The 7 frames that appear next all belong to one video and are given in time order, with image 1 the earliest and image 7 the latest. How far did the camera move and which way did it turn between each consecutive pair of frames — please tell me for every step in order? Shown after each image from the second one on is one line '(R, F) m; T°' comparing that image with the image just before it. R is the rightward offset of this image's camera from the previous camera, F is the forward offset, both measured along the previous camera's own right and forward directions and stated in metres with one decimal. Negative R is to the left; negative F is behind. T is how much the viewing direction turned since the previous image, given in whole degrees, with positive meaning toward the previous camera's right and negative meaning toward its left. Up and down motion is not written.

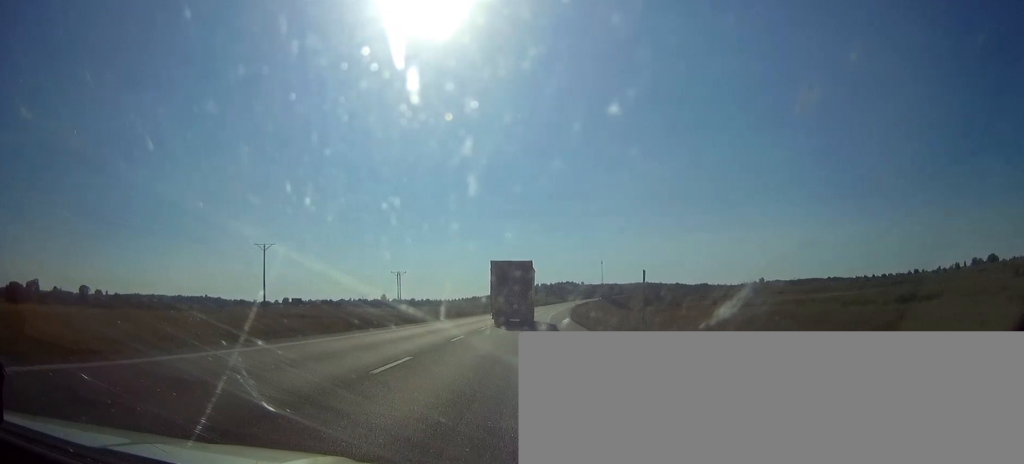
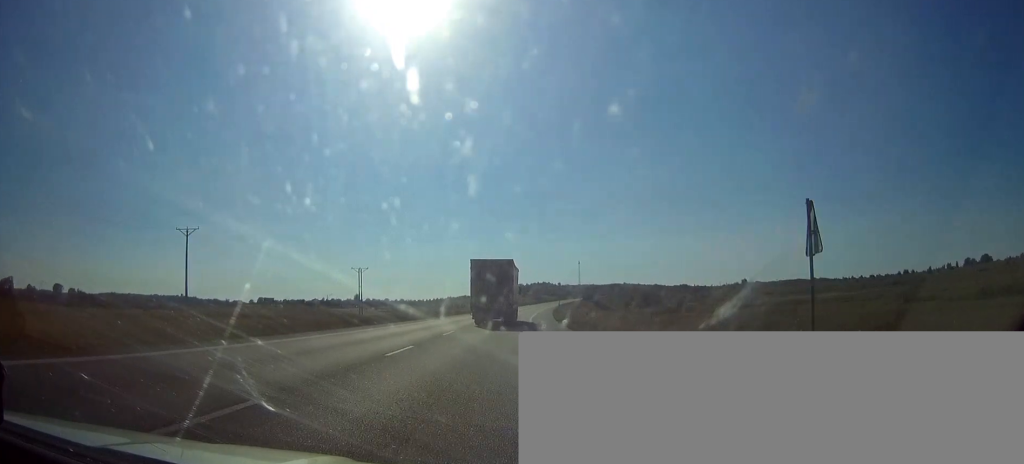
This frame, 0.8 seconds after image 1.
(+0.2, +19.9) m; +1°
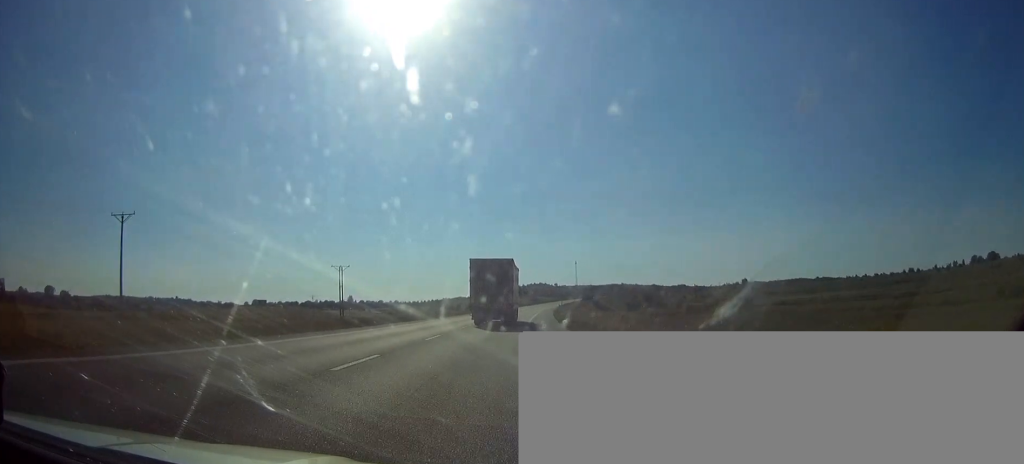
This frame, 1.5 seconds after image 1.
(+0.1, +15.8) m; 0°
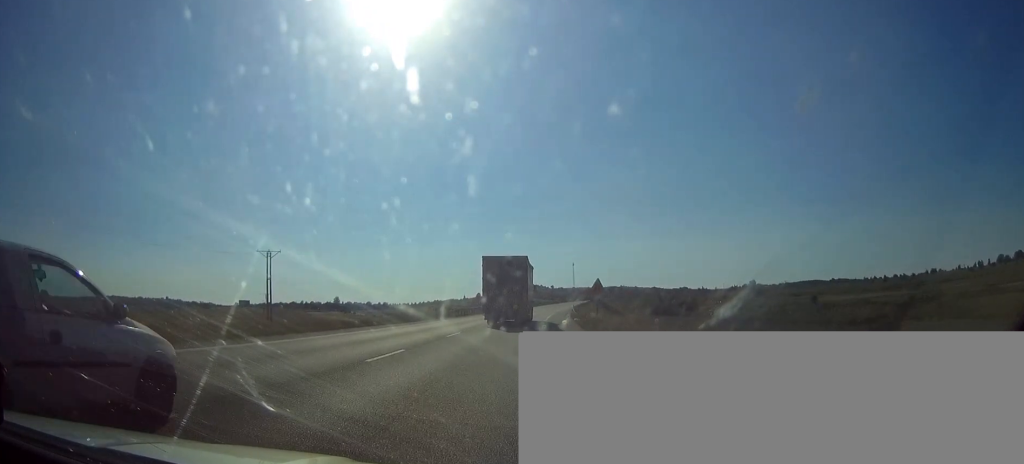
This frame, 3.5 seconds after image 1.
(+0.4, +46.6) m; +1°
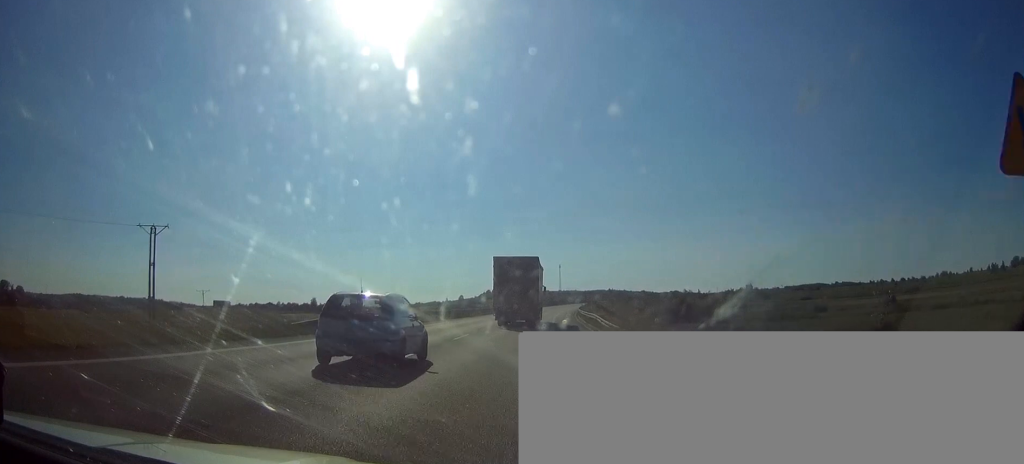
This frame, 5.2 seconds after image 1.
(+0.4, +37.7) m; +2°
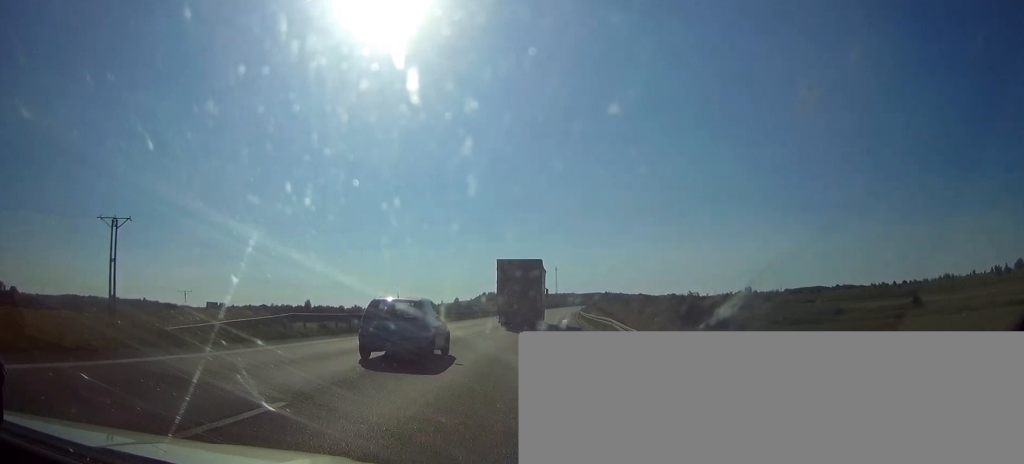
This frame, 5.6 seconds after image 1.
(+0.1, +8.9) m; 0°
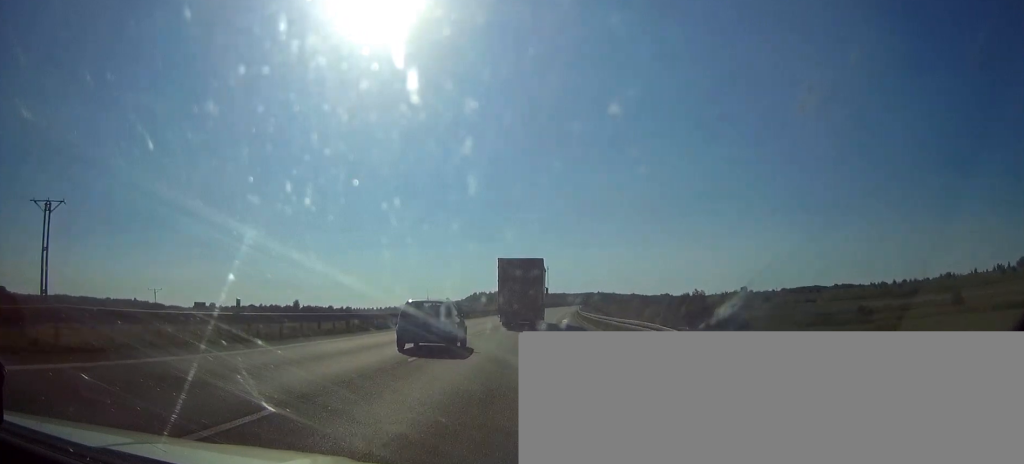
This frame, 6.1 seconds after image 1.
(+0.1, +12.7) m; +1°
